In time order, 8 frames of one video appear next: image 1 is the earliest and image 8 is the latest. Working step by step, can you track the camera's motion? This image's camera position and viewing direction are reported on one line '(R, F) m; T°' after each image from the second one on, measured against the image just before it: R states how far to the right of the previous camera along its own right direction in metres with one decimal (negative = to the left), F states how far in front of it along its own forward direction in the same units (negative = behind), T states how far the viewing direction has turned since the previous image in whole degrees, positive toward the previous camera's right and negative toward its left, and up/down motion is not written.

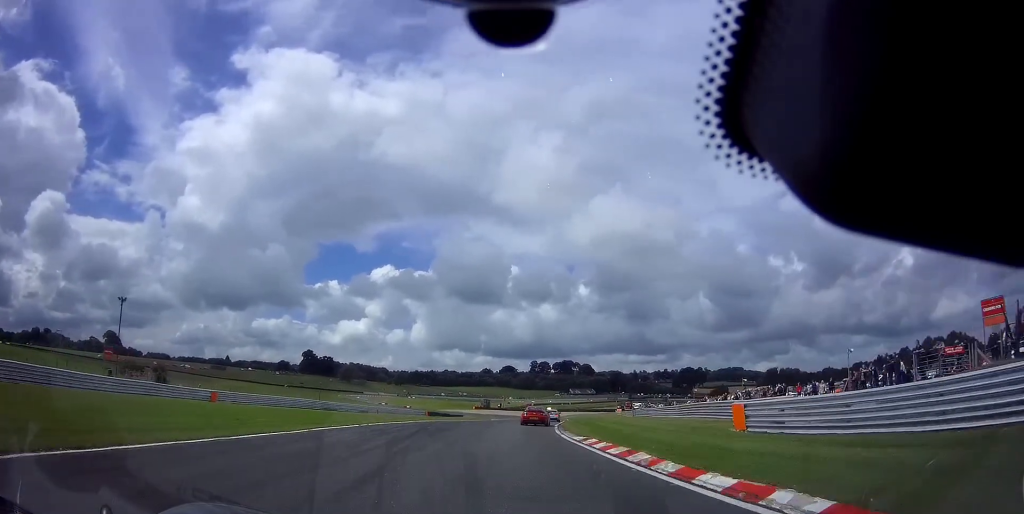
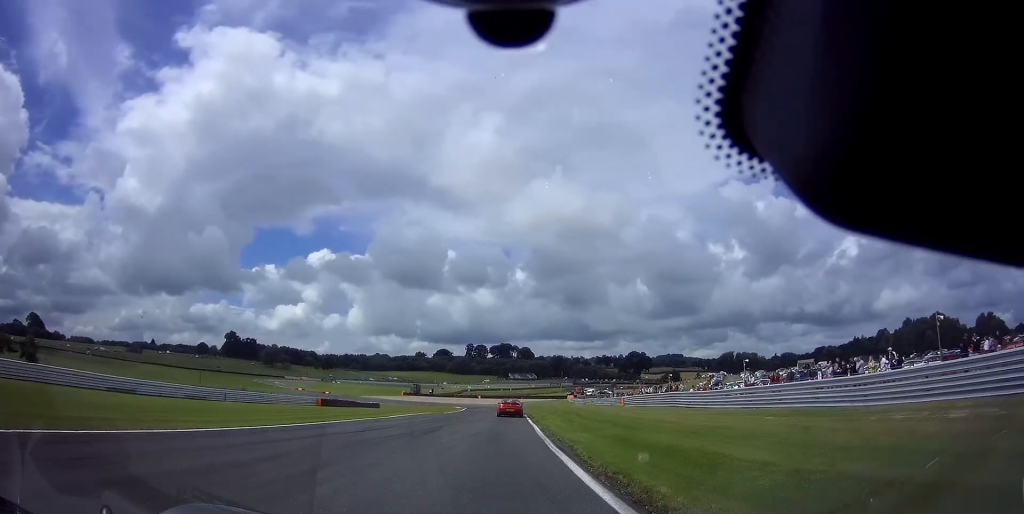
(+2.1, +29.7) m; +6°
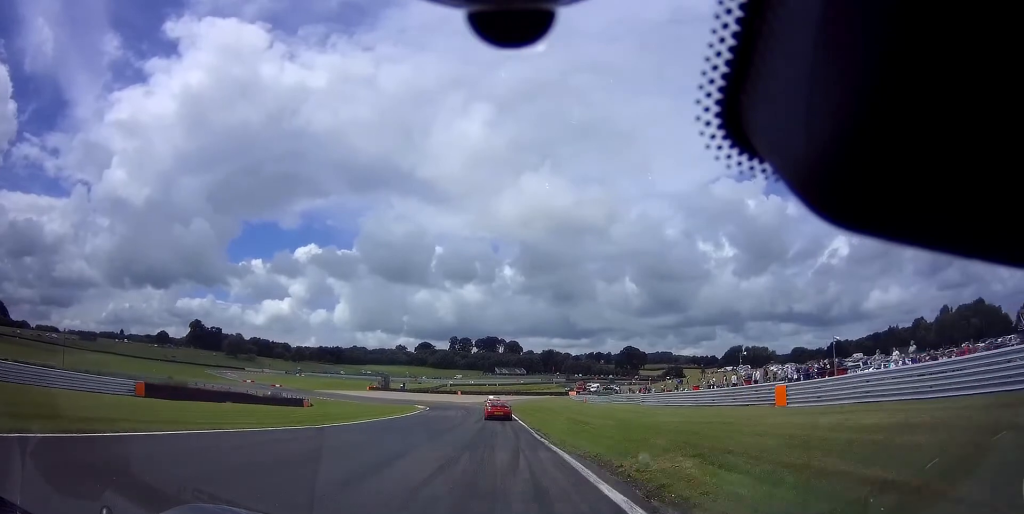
(+0.8, +34.9) m; +2°
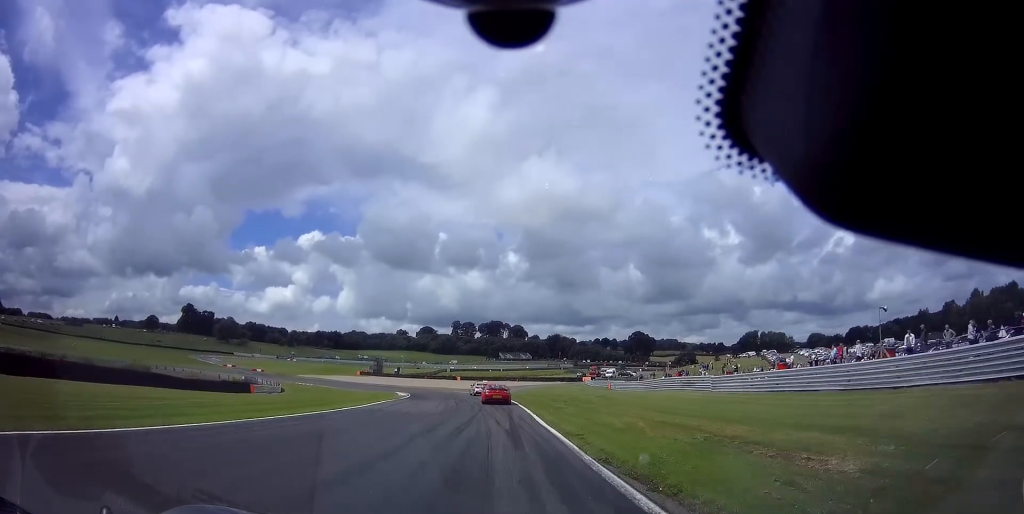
(+0.1, +16.7) m; 0°
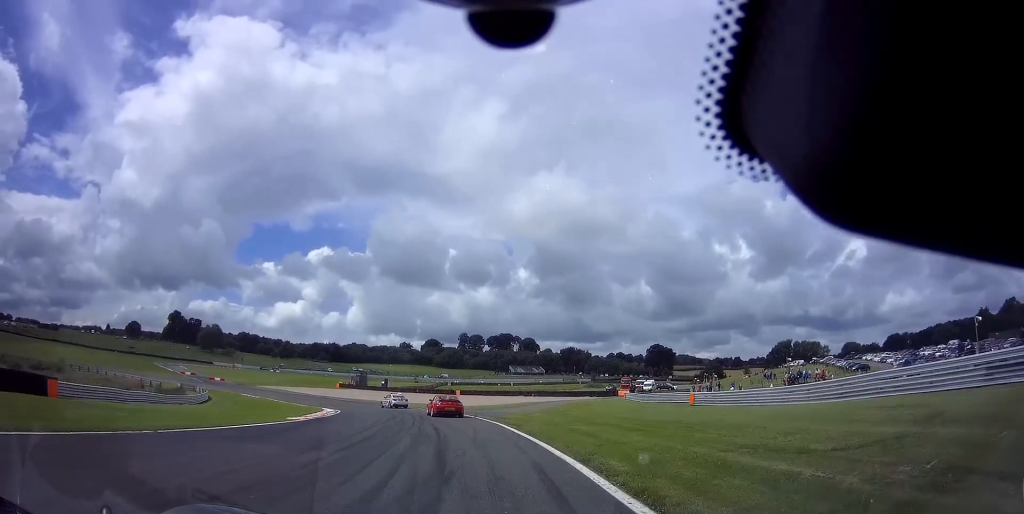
(-0.2, +29.7) m; -3°
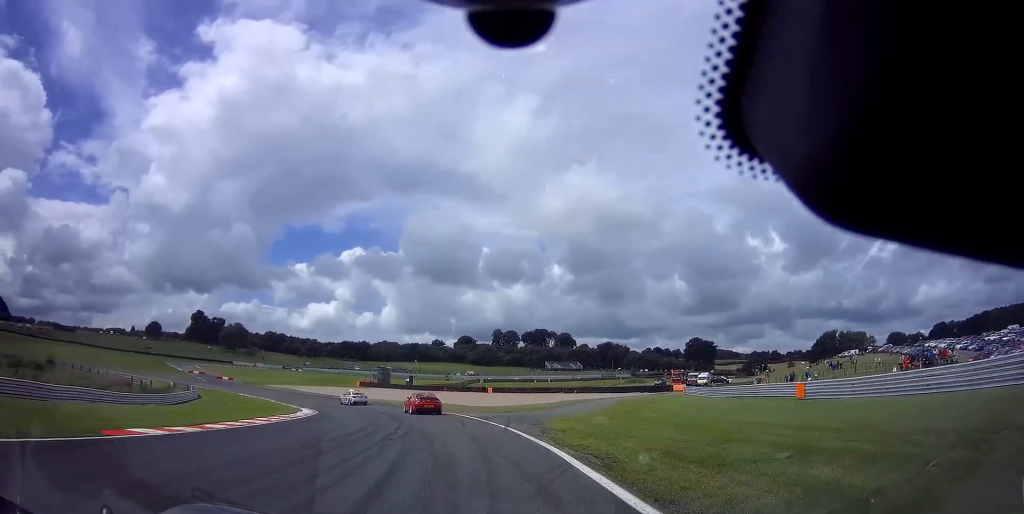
(-0.5, +12.6) m; -5°
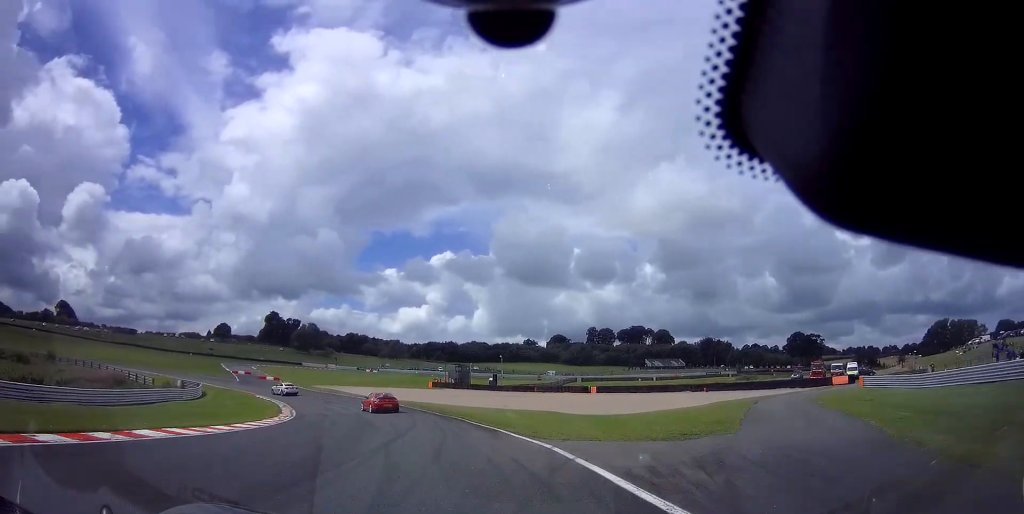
(-1.6, +21.2) m; -10°
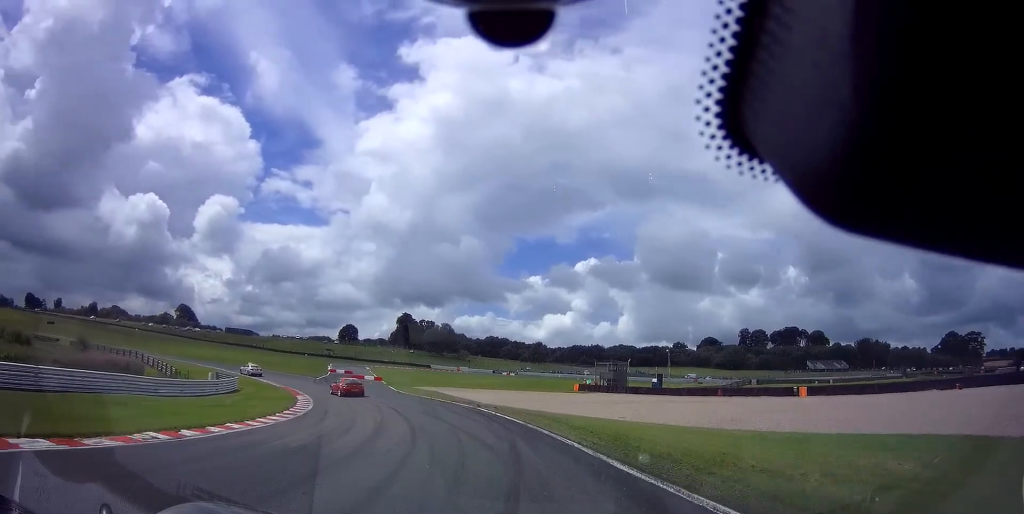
(-2.4, +22.3) m; -15°
